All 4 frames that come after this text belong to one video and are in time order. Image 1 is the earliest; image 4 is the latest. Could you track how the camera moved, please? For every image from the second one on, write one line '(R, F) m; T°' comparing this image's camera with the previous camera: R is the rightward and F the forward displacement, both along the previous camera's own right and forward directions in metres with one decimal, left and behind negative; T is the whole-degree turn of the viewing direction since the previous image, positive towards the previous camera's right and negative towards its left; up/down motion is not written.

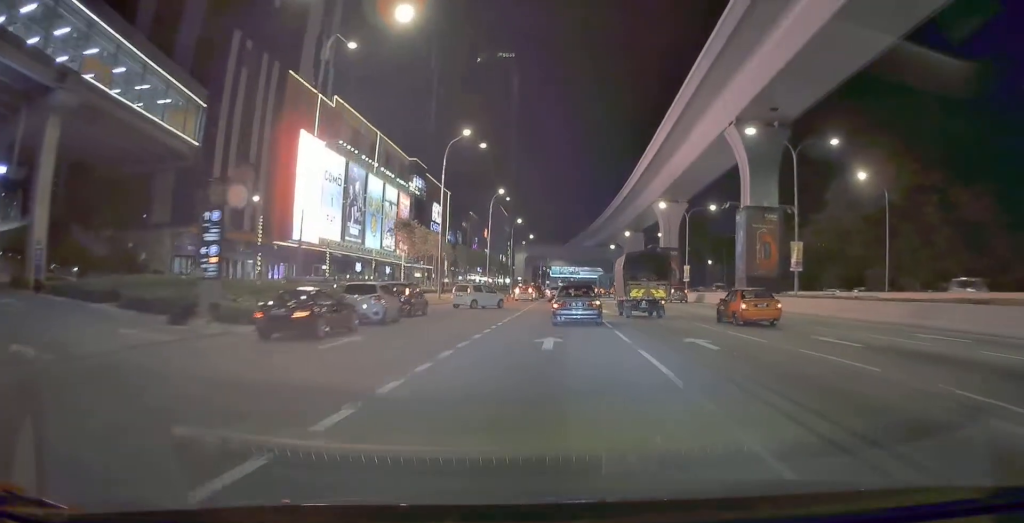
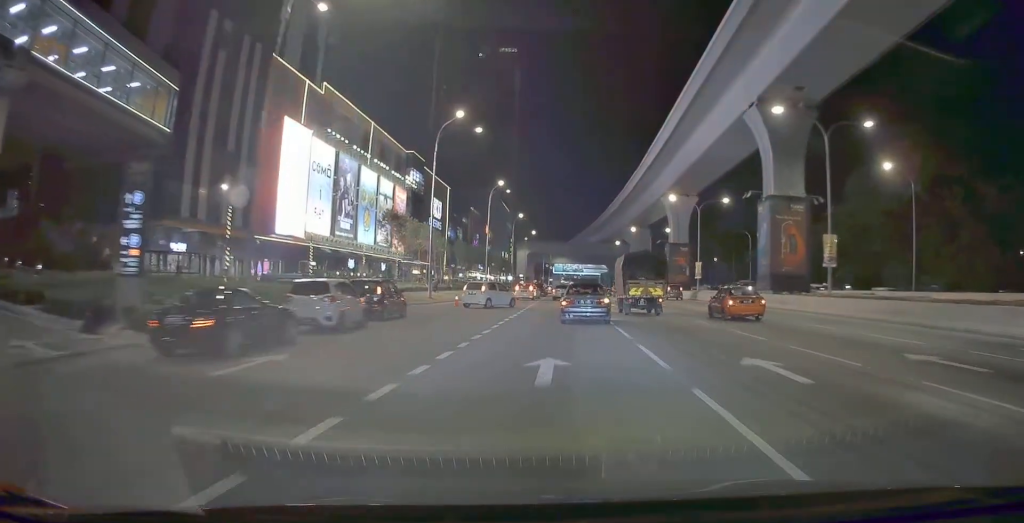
(+0.4, +4.6) m; 0°
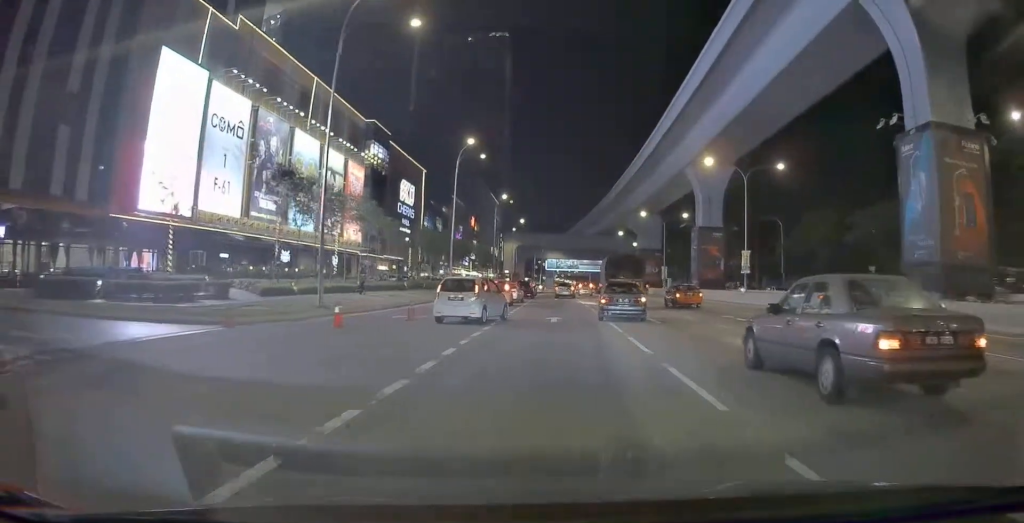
(-0.2, +19.8) m; 0°
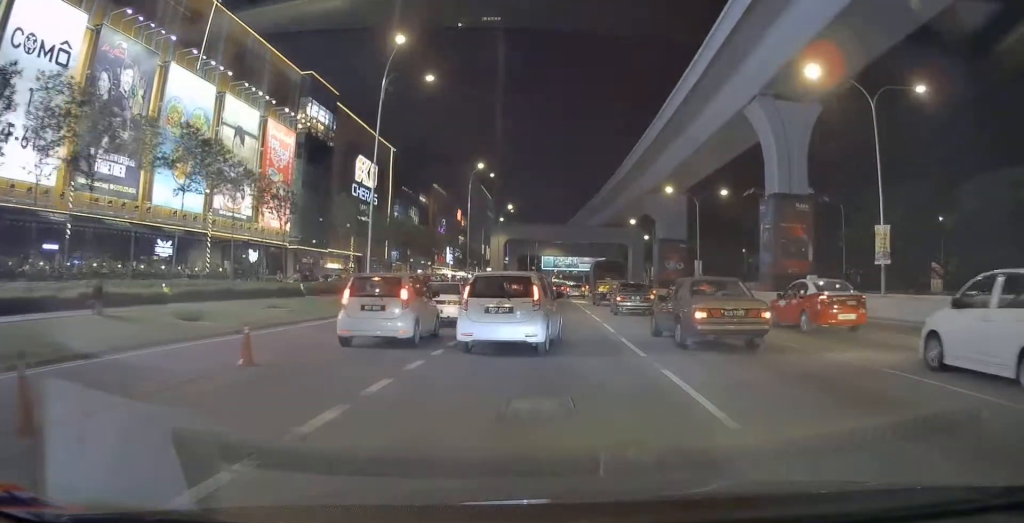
(-0.9, +22.9) m; -1°
